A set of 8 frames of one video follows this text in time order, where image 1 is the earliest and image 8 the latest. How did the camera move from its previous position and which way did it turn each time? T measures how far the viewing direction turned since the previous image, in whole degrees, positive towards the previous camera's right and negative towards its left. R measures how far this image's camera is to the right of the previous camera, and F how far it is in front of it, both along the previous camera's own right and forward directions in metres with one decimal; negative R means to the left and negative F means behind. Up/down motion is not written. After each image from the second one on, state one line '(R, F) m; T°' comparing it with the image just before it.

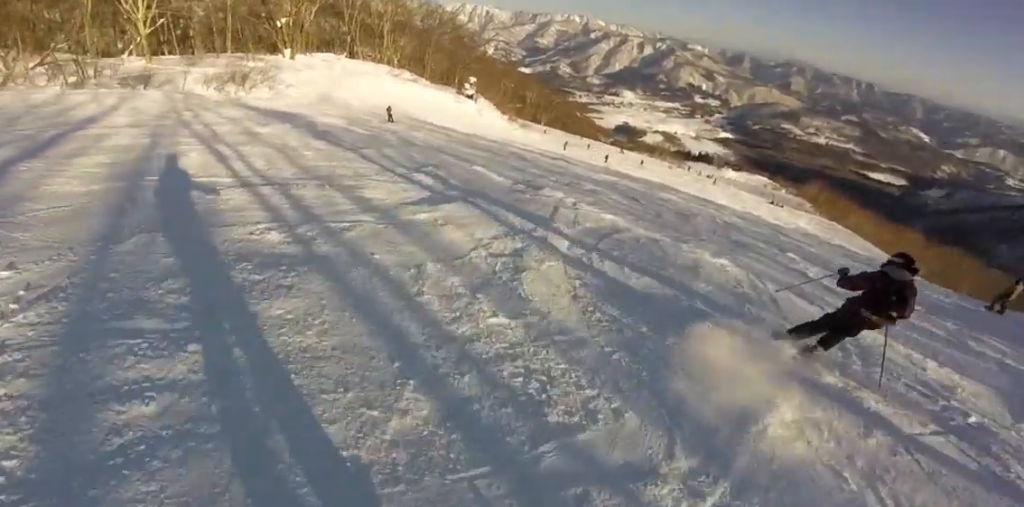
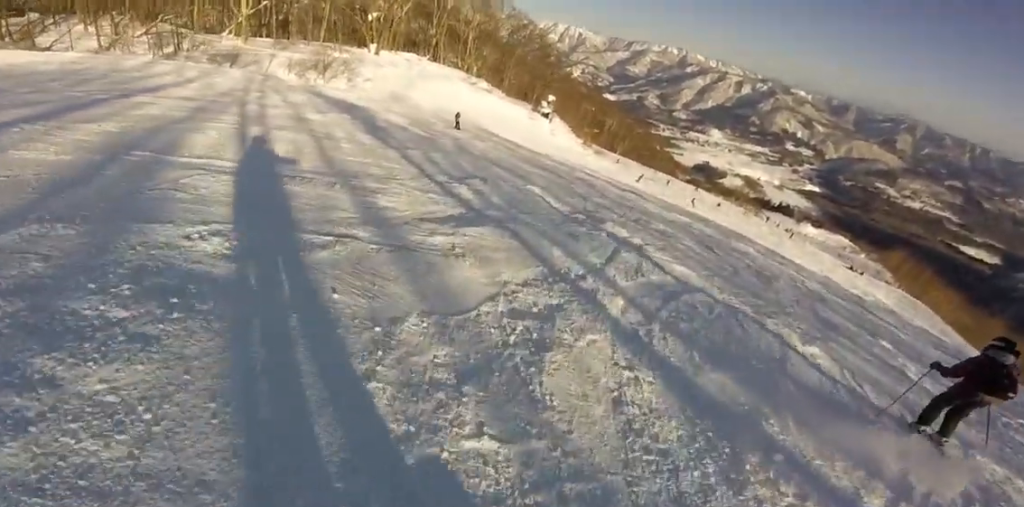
(-0.1, +0.9) m; -2°
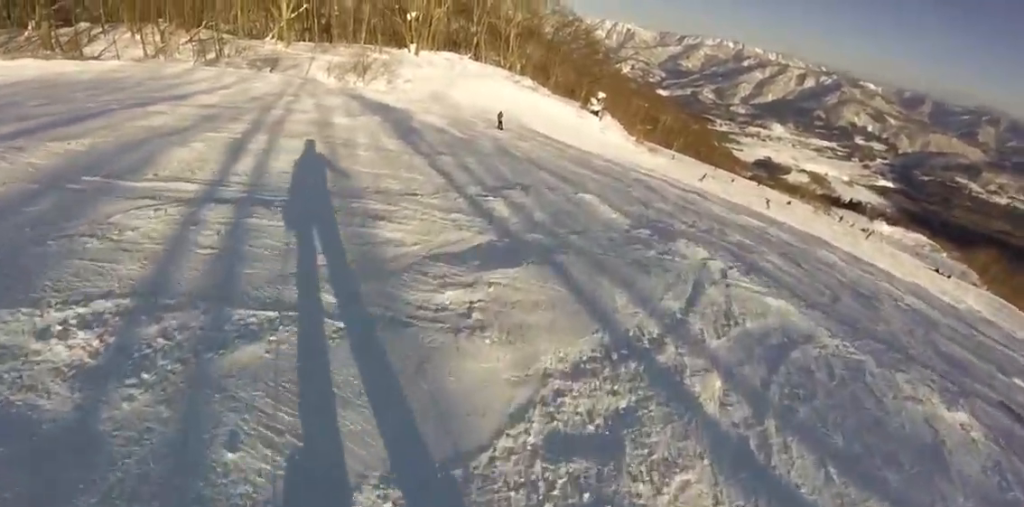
(0.0, +1.0) m; -2°
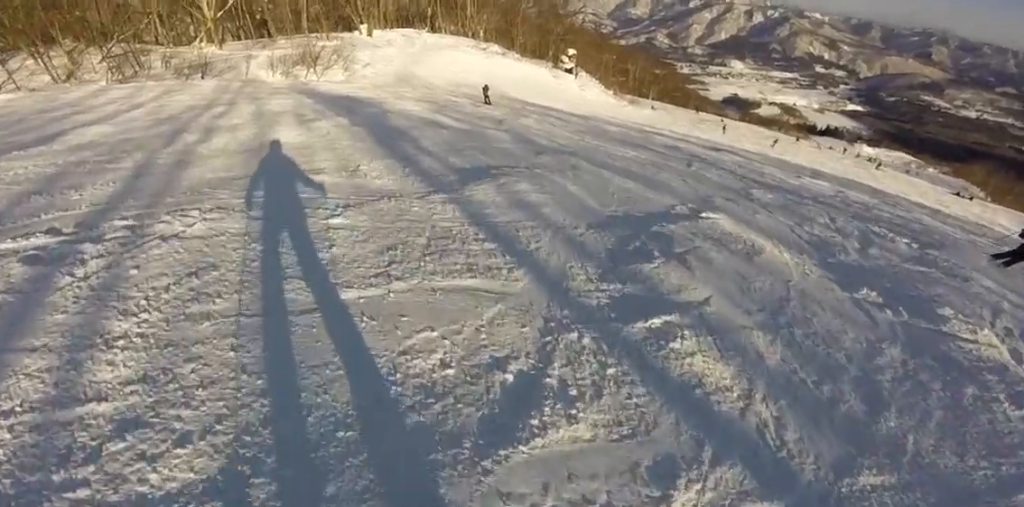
(+0.1, +3.7) m; +7°
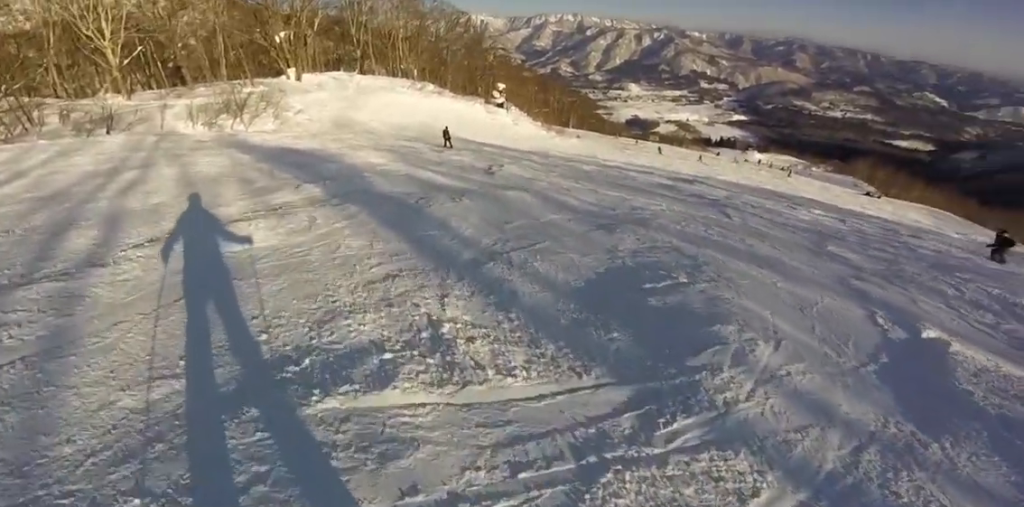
(+0.6, +3.6) m; +23°
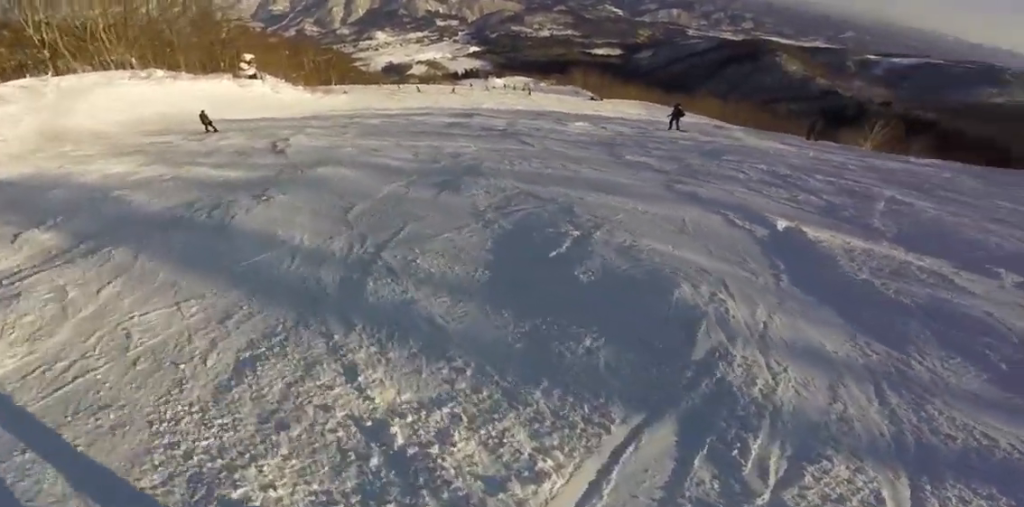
(+0.1, +1.2) m; +11°
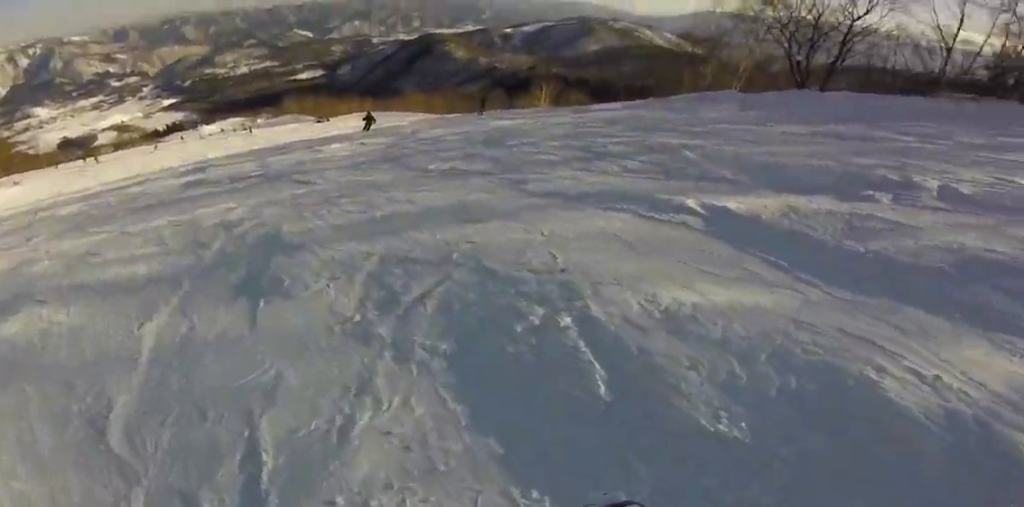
(+0.2, +1.8) m; +16°
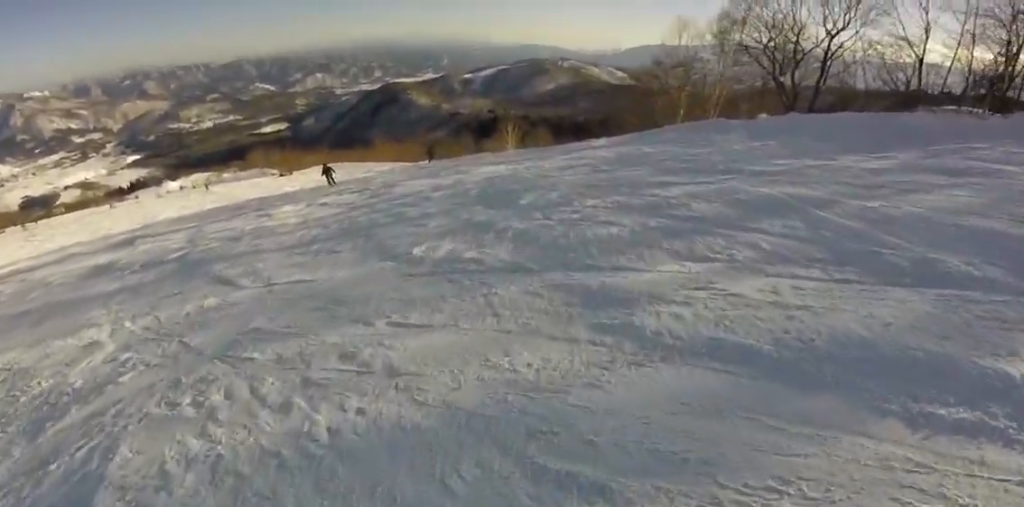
(+0.3, +1.8) m; +18°
